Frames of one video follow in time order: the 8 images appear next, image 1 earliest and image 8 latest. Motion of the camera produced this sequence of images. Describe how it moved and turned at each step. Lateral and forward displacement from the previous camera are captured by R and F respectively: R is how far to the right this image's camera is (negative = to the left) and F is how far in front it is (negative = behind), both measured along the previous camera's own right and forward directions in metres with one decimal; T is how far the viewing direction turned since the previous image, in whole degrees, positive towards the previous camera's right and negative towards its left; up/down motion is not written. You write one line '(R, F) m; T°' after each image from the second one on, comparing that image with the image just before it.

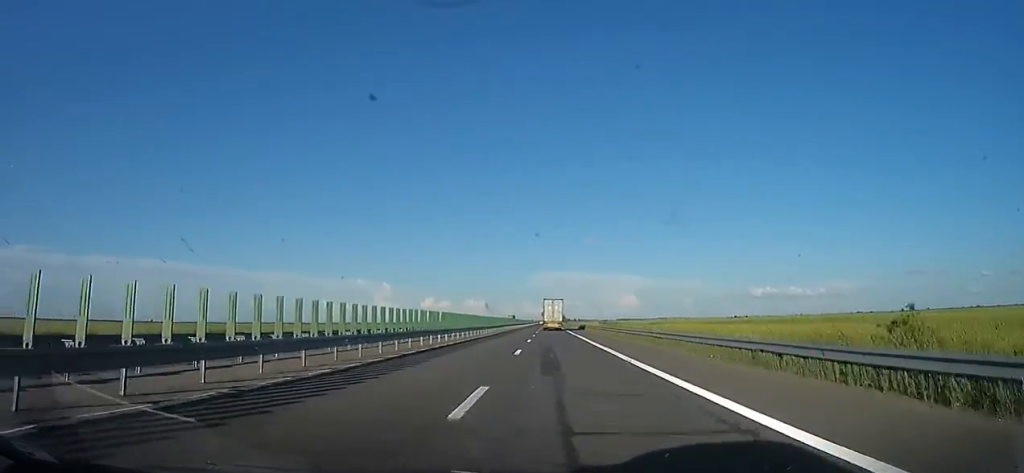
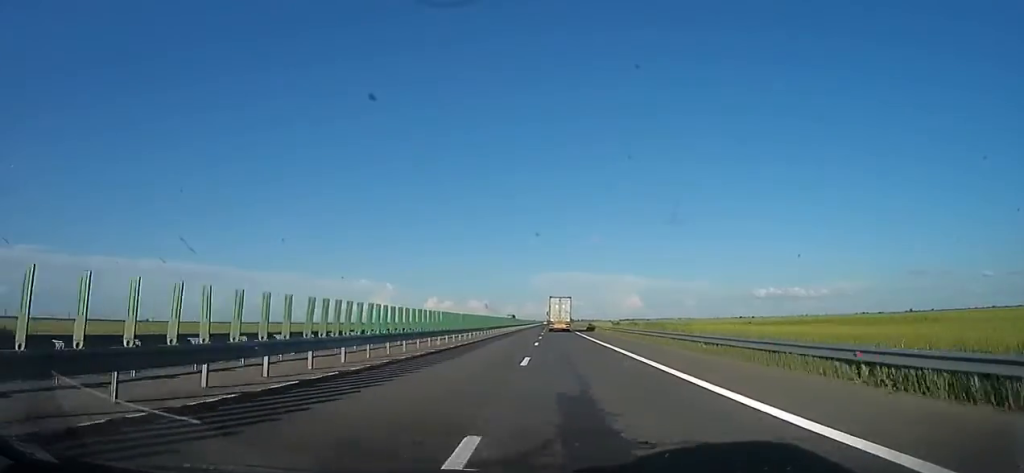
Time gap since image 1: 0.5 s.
(-0.1, +16.5) m; -1°
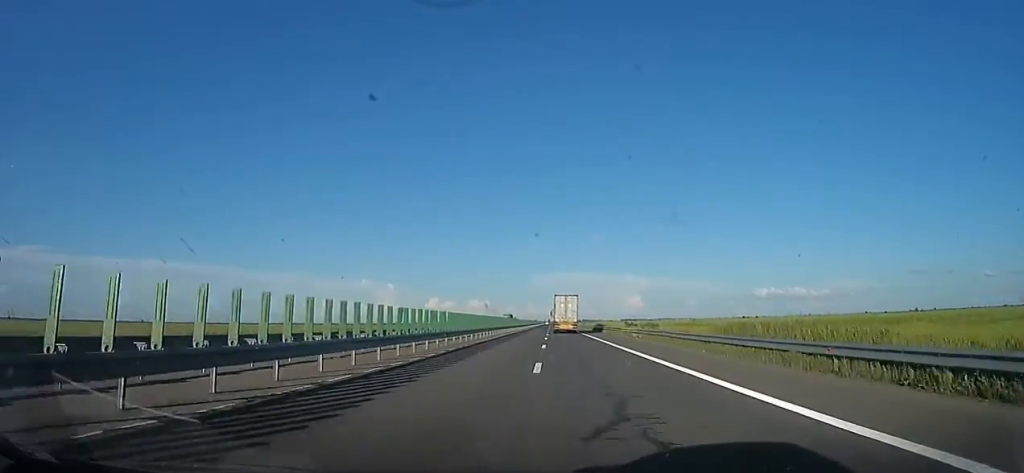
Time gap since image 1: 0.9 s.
(-0.6, +14.1) m; 0°
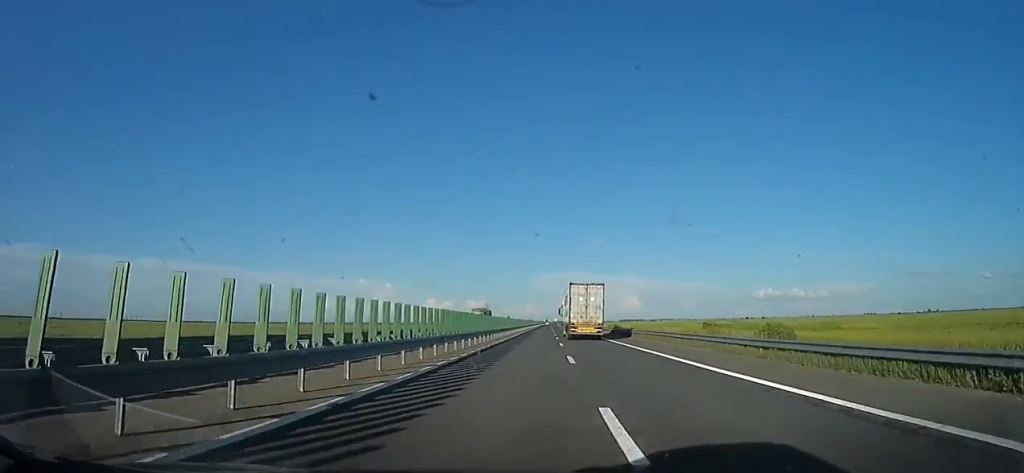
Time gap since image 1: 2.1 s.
(+0.7, +44.7) m; 0°
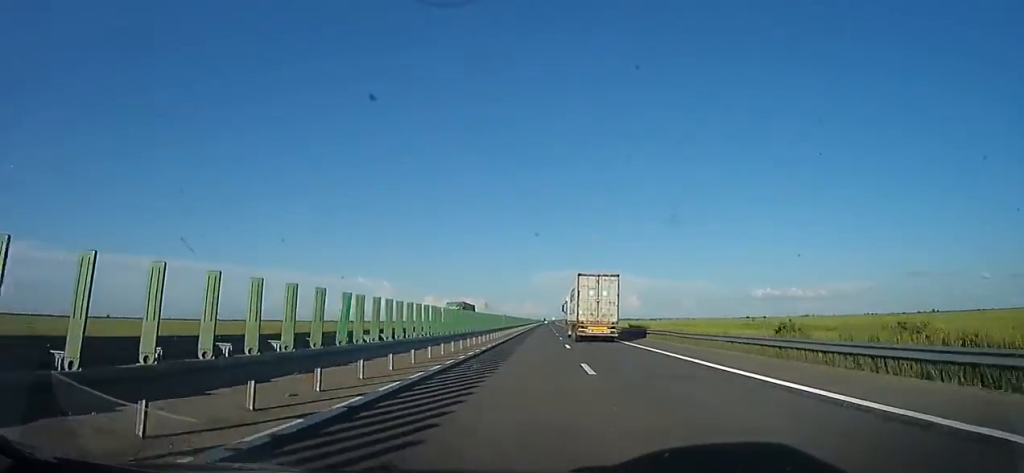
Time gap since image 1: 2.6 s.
(-0.3, +15.9) m; 0°
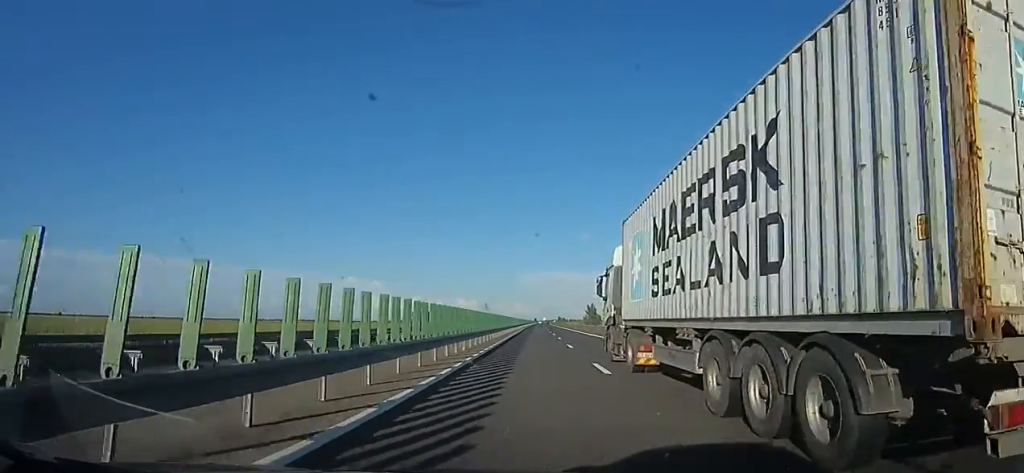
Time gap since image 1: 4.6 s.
(-0.1, +72.3) m; 0°
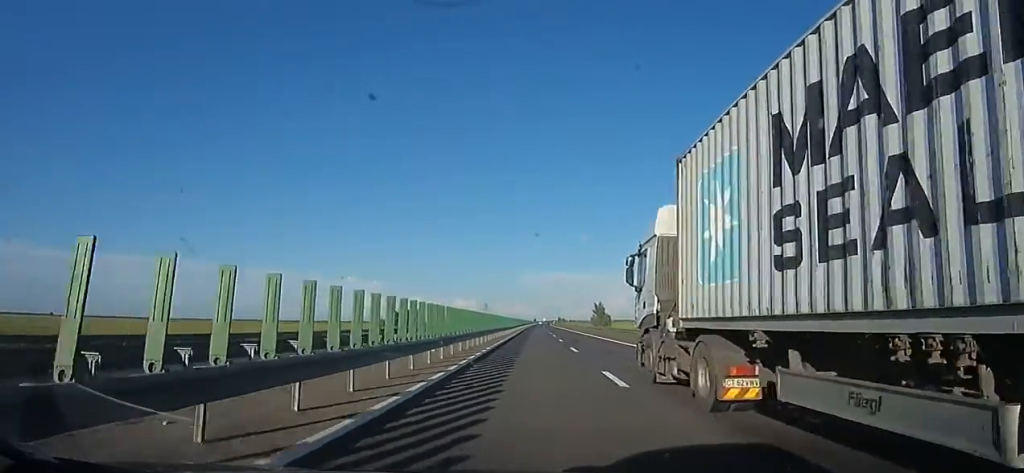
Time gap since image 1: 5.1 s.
(-0.6, +14.7) m; 0°
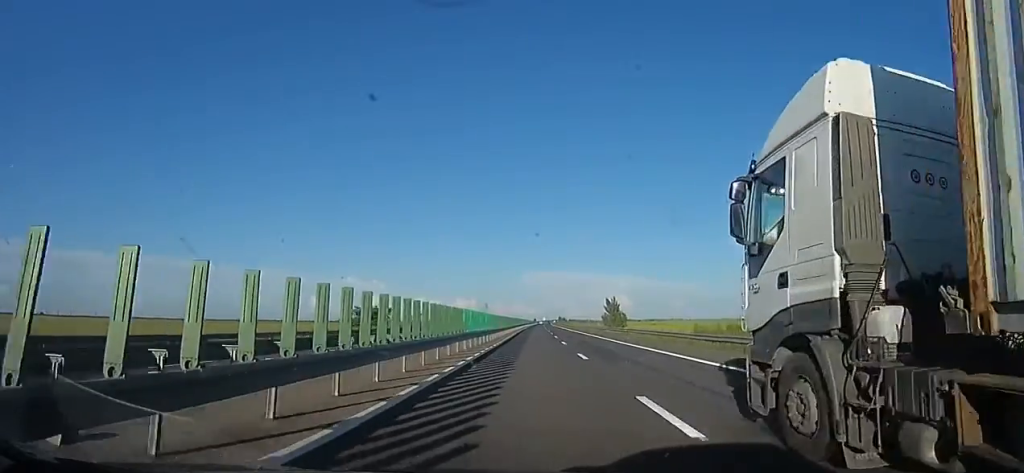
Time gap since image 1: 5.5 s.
(0.0, +16.5) m; 0°
